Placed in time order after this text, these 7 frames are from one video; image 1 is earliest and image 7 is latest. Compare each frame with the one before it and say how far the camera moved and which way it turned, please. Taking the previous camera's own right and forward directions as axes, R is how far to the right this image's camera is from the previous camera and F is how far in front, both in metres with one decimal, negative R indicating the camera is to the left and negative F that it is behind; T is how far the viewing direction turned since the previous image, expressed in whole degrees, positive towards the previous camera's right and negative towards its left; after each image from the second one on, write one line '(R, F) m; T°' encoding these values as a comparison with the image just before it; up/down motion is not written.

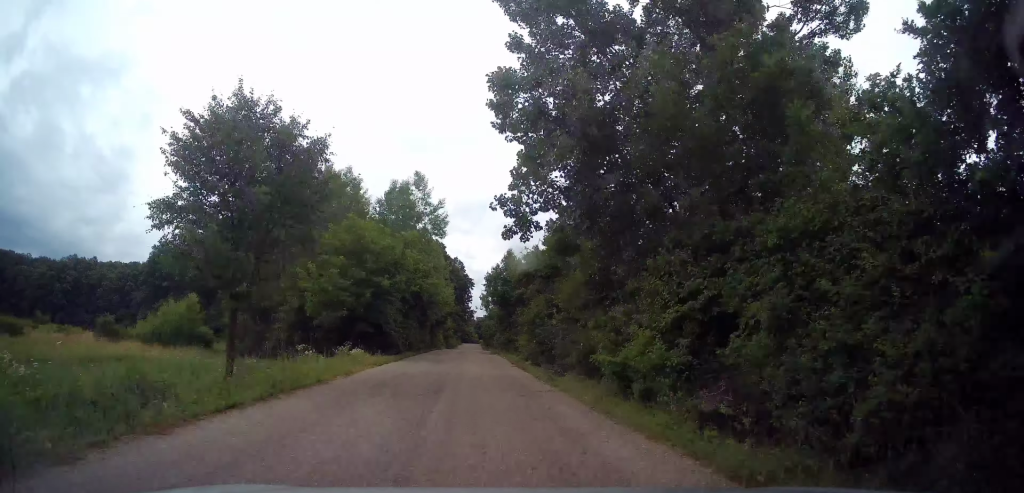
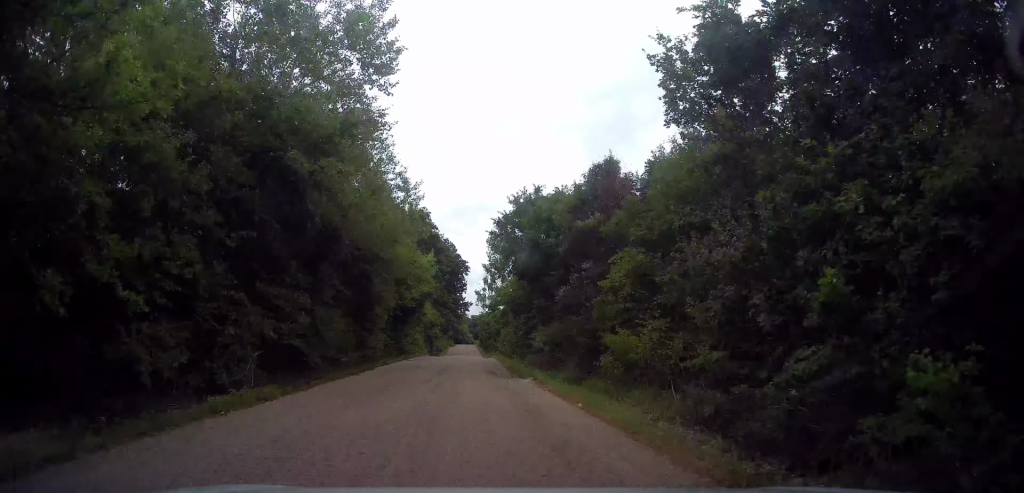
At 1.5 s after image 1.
(+0.3, +24.4) m; +1°
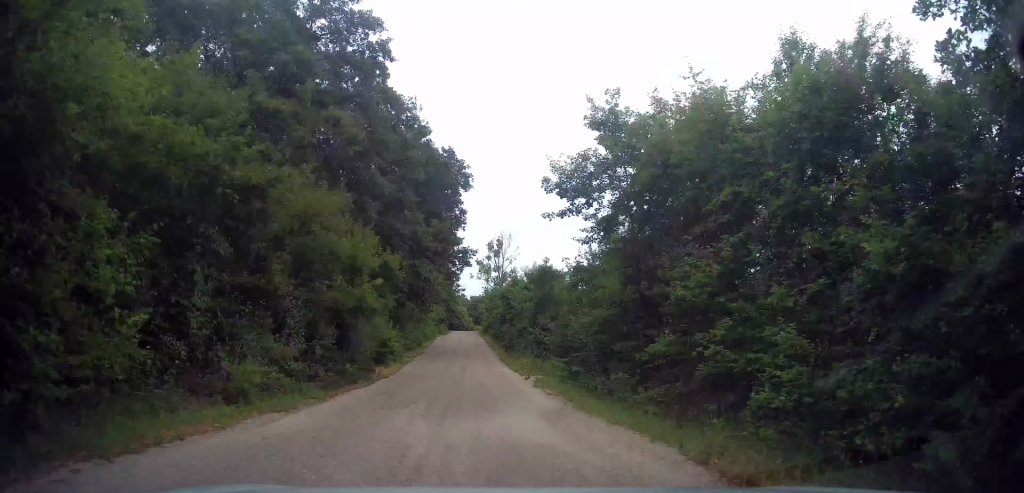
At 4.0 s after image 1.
(-0.3, +41.9) m; +1°
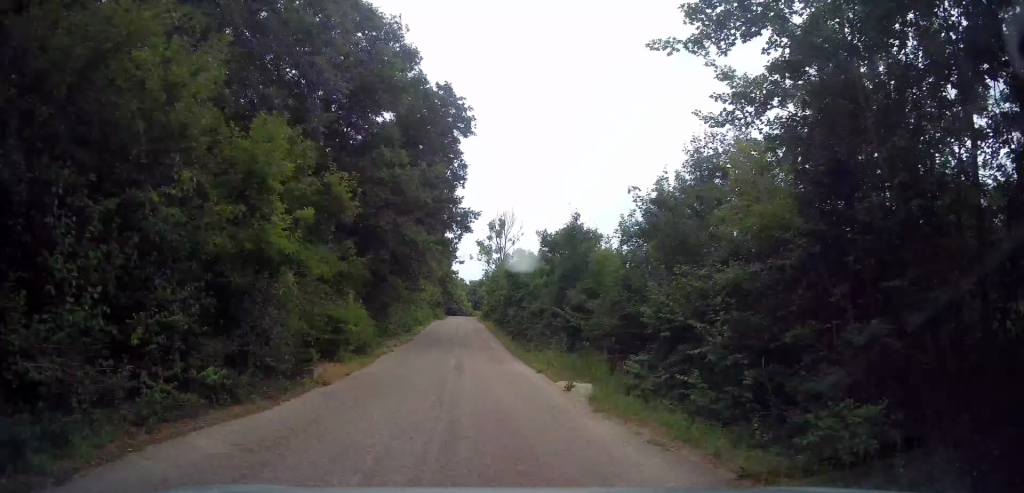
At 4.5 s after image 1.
(+0.2, +8.6) m; 0°
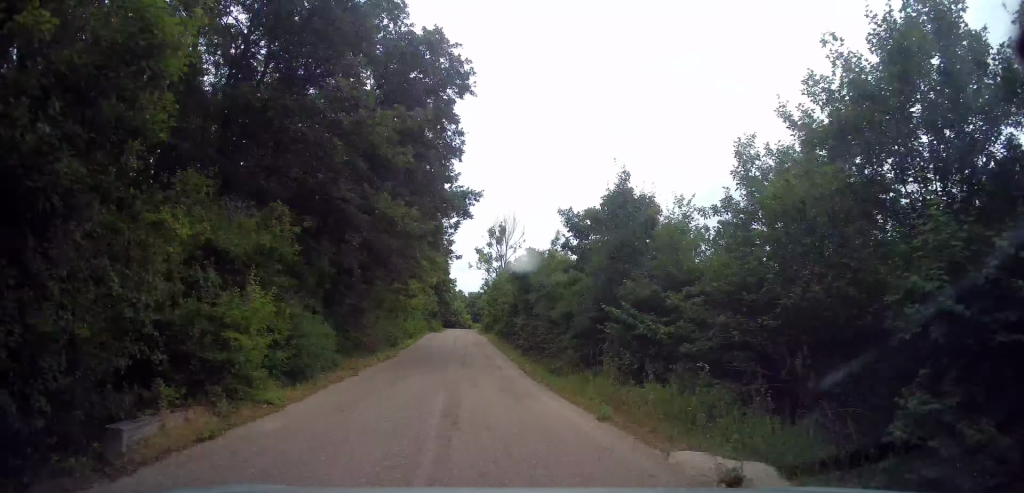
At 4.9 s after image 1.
(+0.1, +7.5) m; 0°
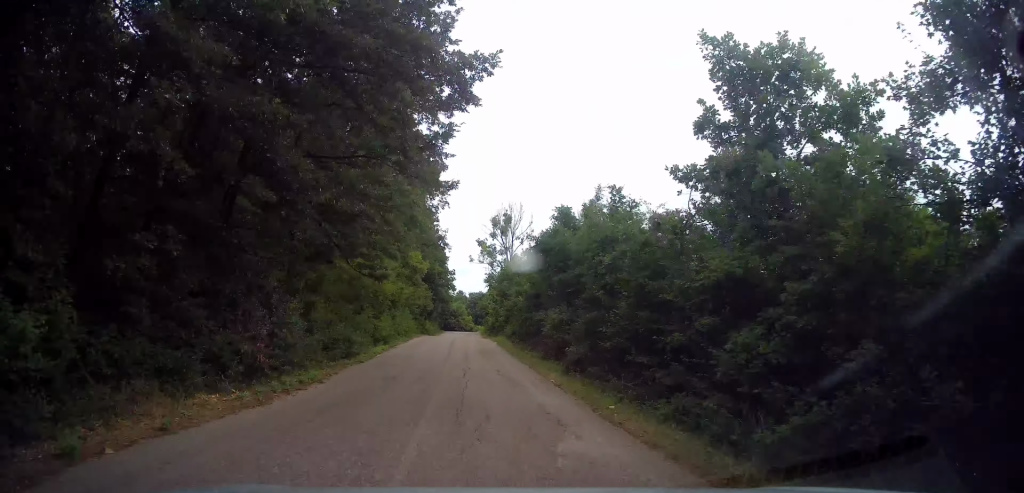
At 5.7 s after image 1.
(-0.1, +13.3) m; -1°
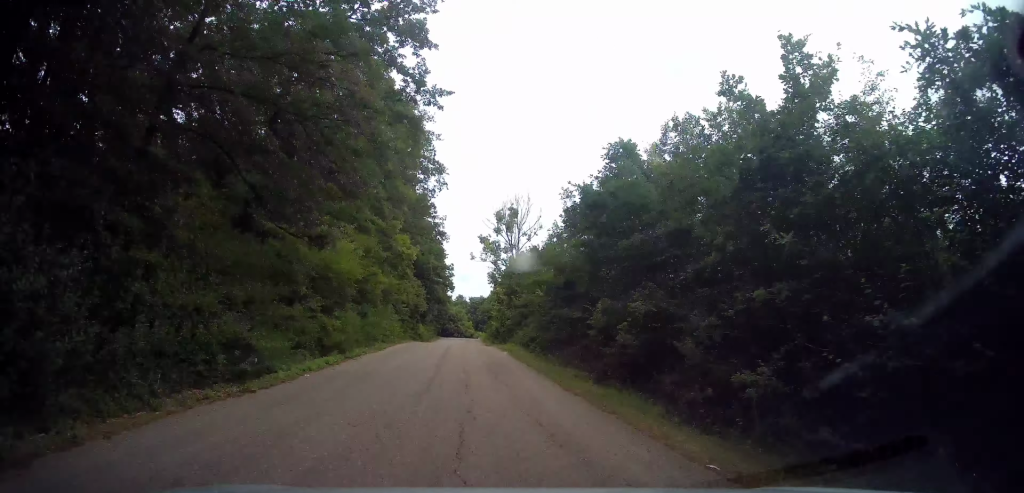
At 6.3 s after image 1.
(-0.1, +9.9) m; -1°
